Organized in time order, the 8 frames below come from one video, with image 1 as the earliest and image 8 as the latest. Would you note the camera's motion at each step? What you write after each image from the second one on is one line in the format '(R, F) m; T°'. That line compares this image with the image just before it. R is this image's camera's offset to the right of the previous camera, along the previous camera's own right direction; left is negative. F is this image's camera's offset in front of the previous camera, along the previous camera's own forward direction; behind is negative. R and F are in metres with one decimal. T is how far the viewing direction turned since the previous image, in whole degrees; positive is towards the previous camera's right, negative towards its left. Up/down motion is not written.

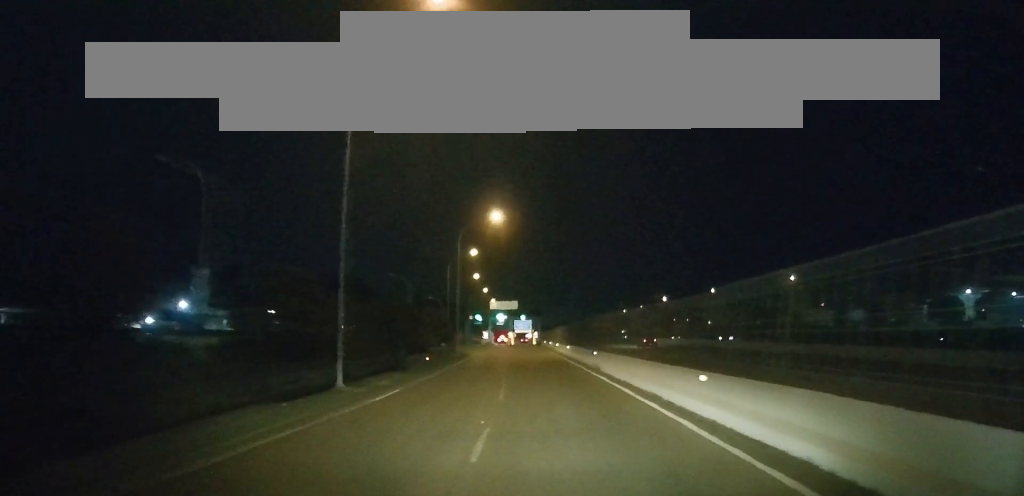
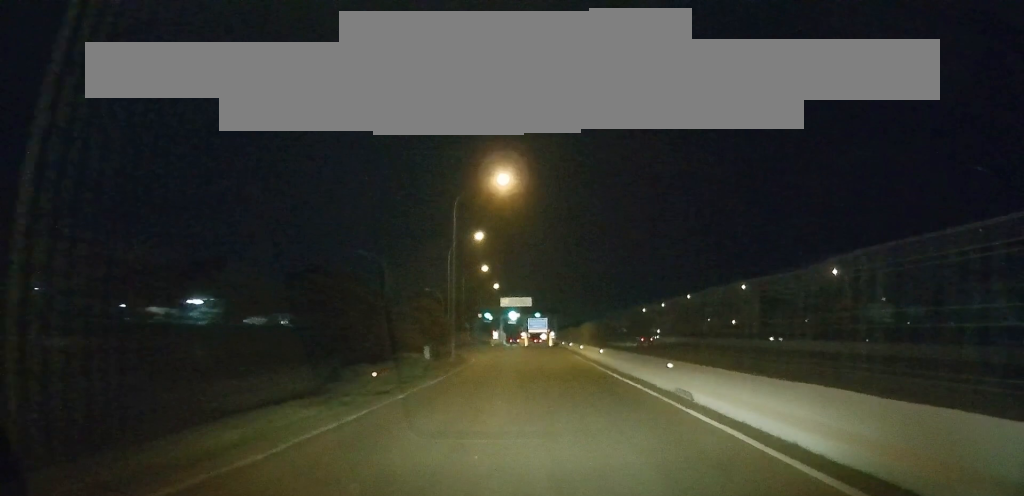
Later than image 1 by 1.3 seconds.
(-0.1, +14.1) m; -2°
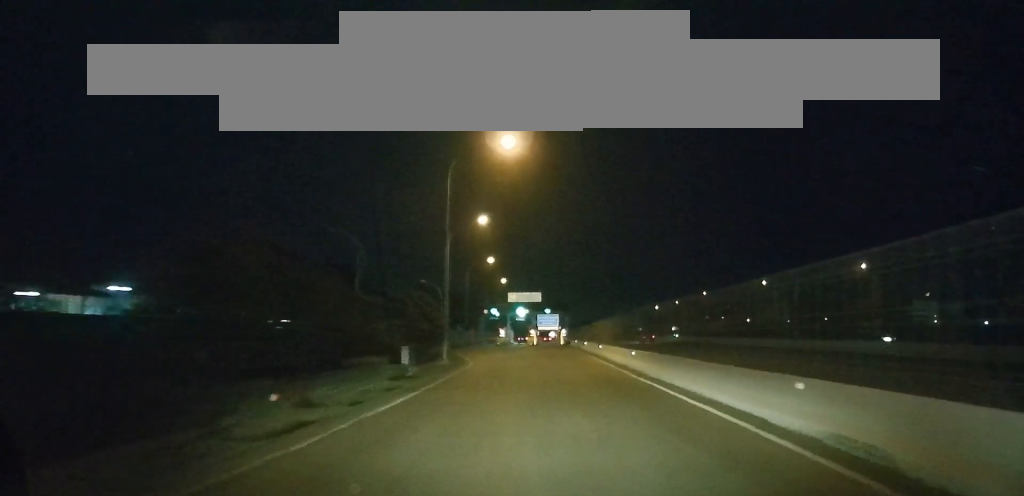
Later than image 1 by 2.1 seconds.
(-0.1, +8.2) m; 0°
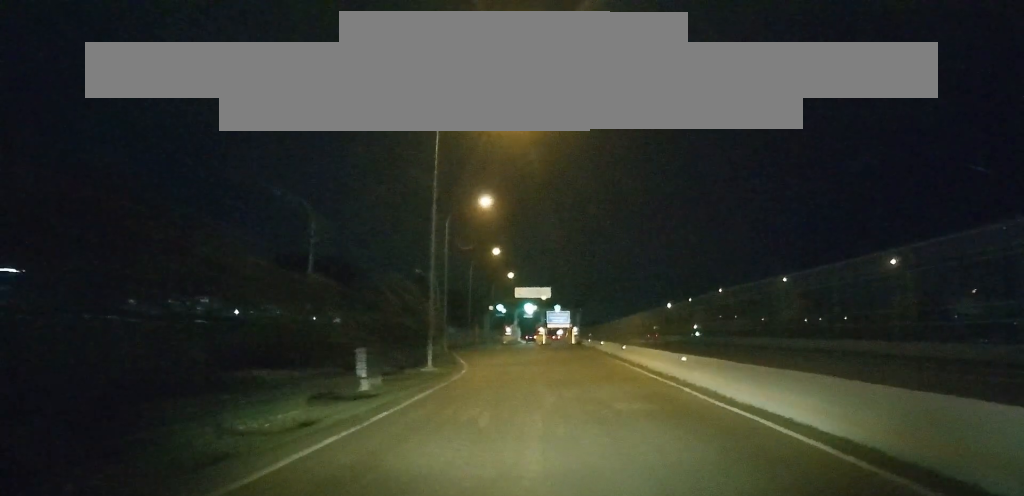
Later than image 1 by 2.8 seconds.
(0.0, +8.5) m; 0°
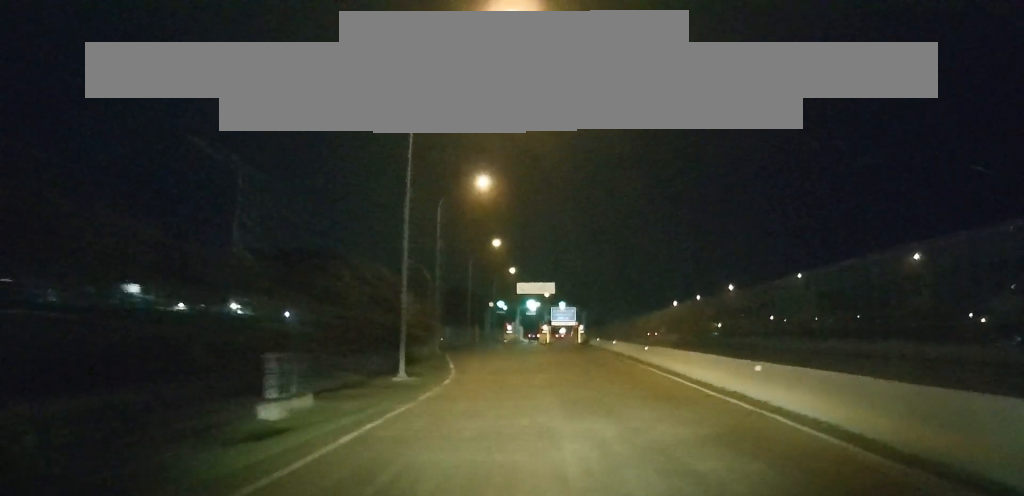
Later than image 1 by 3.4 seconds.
(+0.1, +7.1) m; 0°
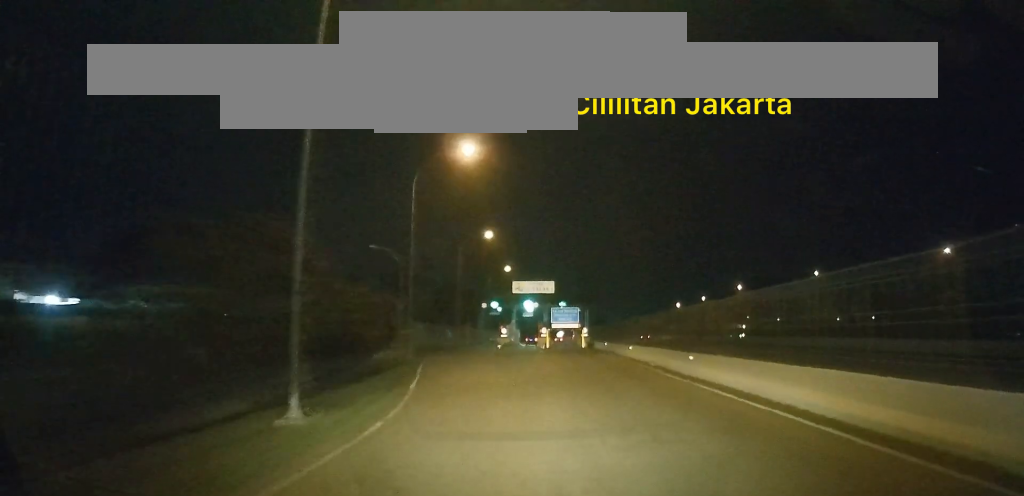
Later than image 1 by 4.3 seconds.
(-0.2, +10.8) m; -1°
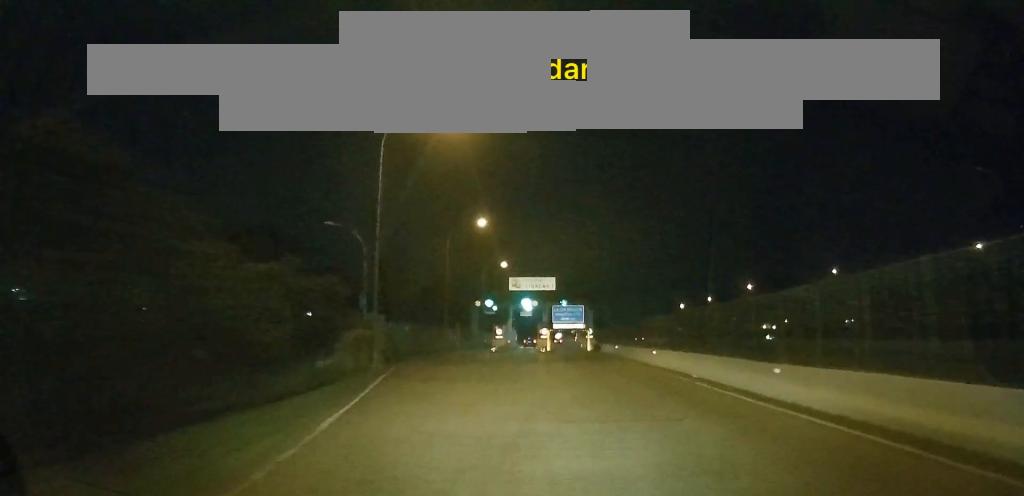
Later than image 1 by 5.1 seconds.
(0.0, +10.4) m; 0°
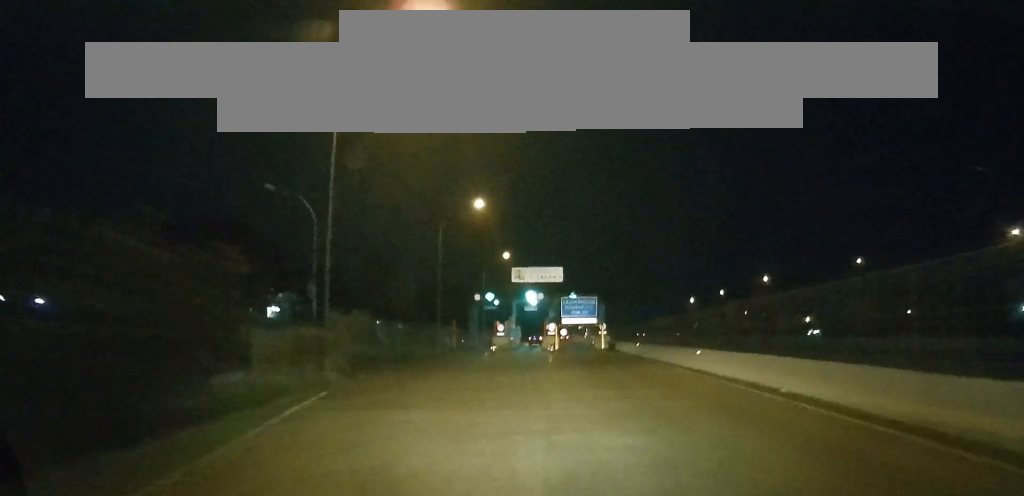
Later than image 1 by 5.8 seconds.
(0.0, +10.4) m; 0°
